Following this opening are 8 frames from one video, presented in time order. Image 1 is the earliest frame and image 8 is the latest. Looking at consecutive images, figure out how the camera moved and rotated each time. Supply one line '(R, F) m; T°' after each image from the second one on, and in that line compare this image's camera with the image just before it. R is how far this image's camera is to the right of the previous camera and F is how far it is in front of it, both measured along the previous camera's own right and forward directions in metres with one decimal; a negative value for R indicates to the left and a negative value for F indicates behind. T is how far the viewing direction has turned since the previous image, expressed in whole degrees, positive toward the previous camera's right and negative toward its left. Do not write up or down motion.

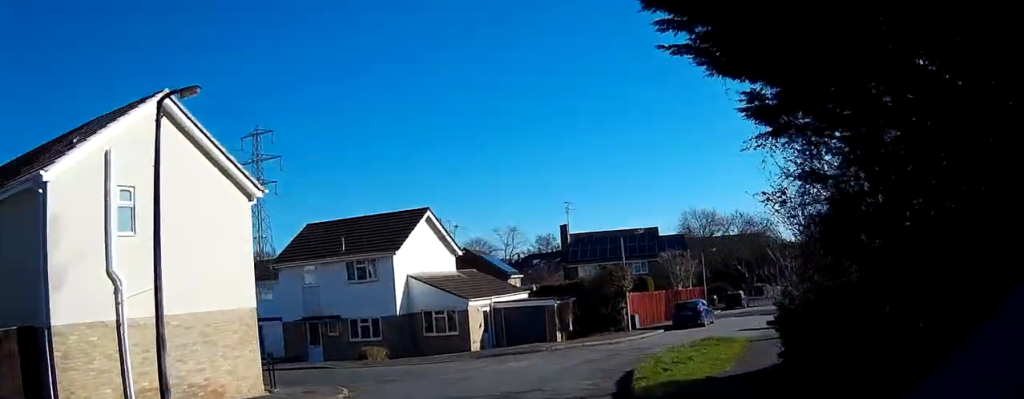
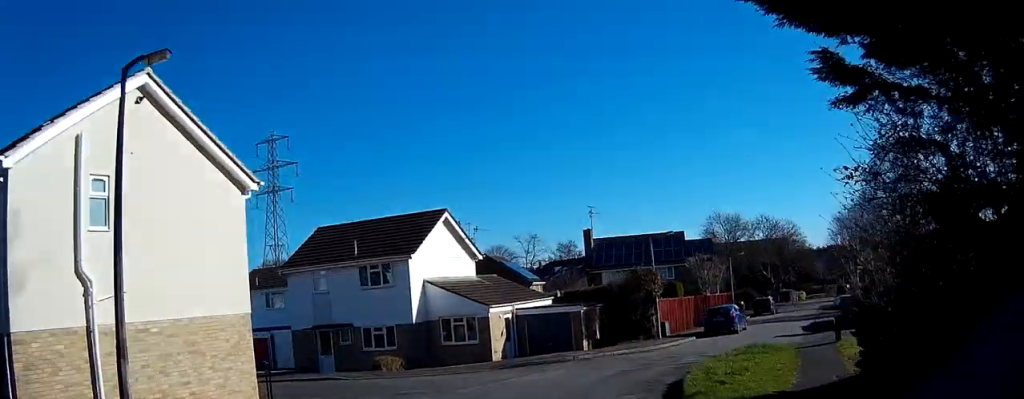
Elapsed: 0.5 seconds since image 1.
(+0.1, +2.1) m; +1°
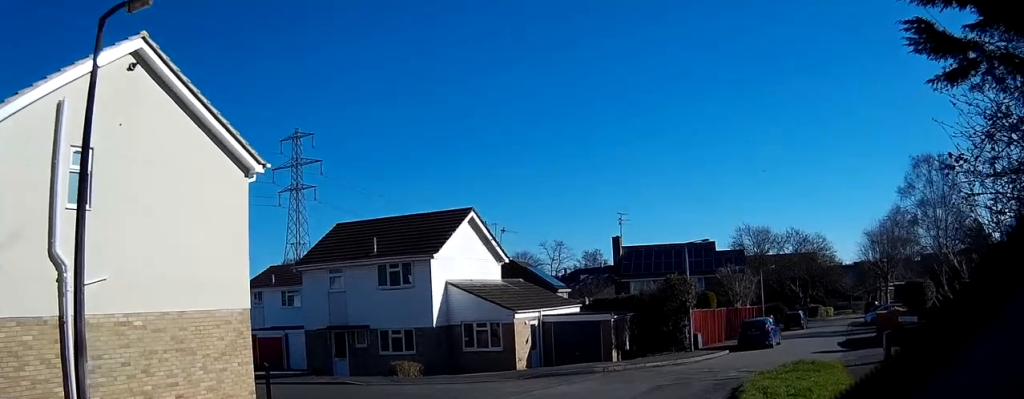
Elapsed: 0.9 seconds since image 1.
(0.0, +1.8) m; -3°
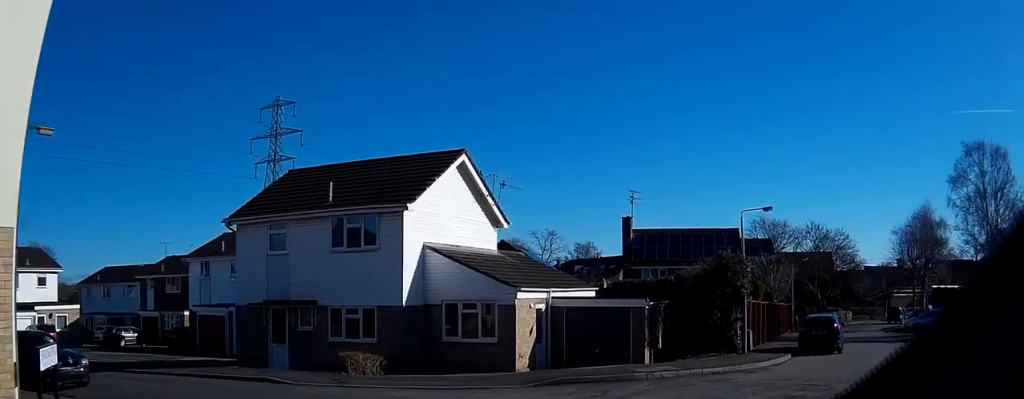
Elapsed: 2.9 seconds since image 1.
(-0.4, +8.5) m; -3°
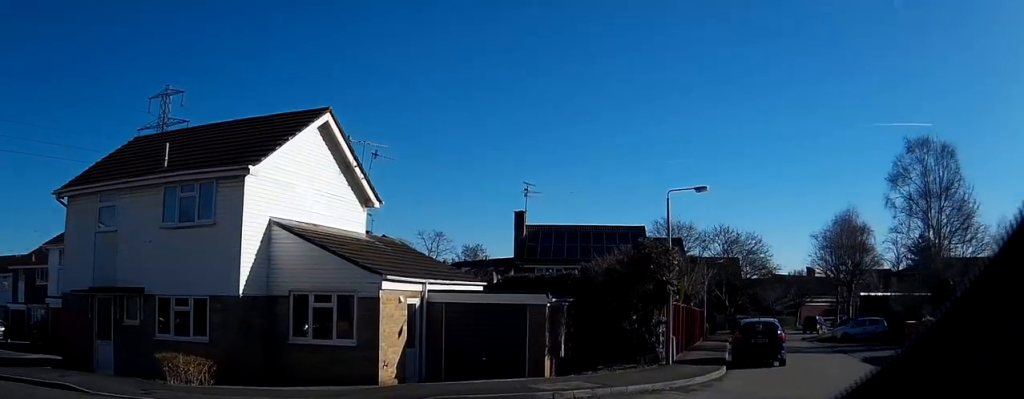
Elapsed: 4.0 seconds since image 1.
(-0.1, +5.2) m; -4°
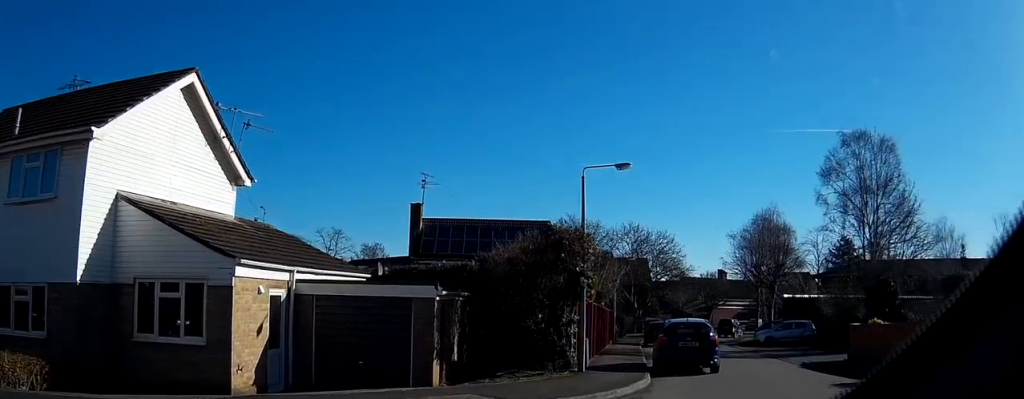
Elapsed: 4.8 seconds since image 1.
(-0.2, +3.5) m; +4°
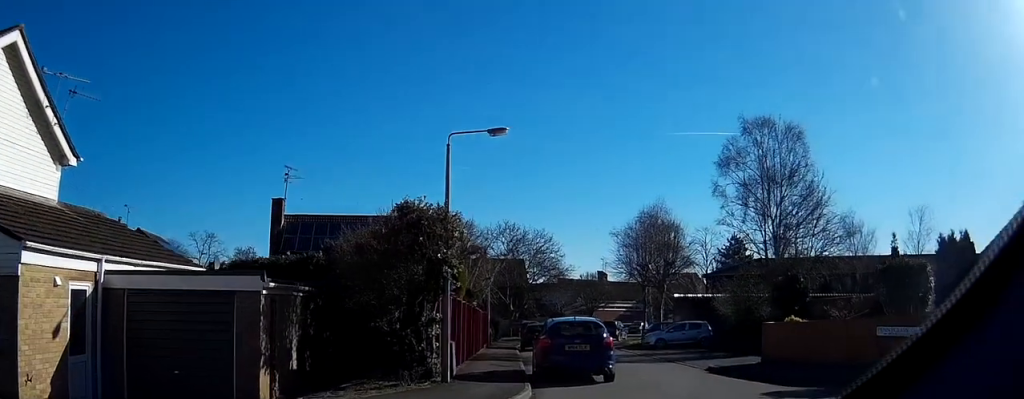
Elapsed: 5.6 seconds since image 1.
(+0.2, +3.7) m; +19°
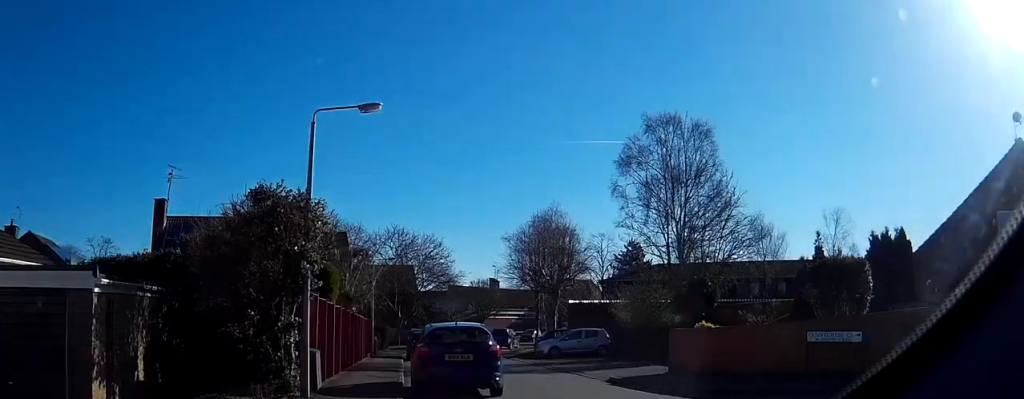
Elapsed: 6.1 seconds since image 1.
(+0.7, +1.9) m; +15°
